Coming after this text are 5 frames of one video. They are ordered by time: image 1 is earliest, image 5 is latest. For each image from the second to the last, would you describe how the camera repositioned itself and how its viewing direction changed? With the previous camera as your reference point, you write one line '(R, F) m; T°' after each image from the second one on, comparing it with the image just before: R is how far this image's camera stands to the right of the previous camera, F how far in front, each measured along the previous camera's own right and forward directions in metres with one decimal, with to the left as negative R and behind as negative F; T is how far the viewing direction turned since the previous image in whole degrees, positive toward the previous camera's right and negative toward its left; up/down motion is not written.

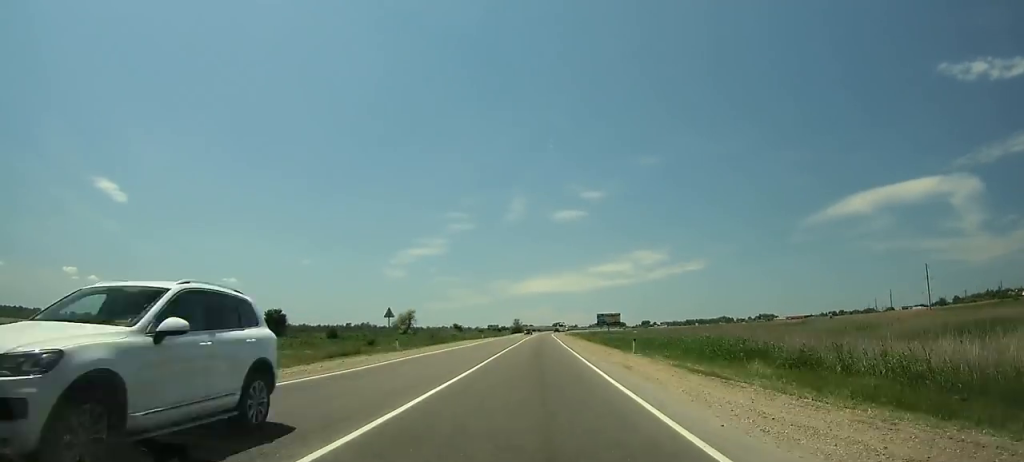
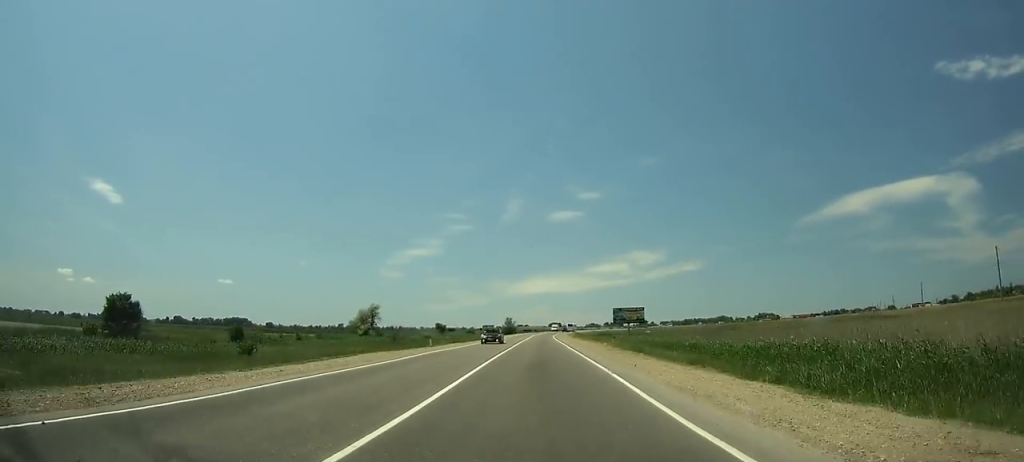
(+0.1, +39.4) m; 0°
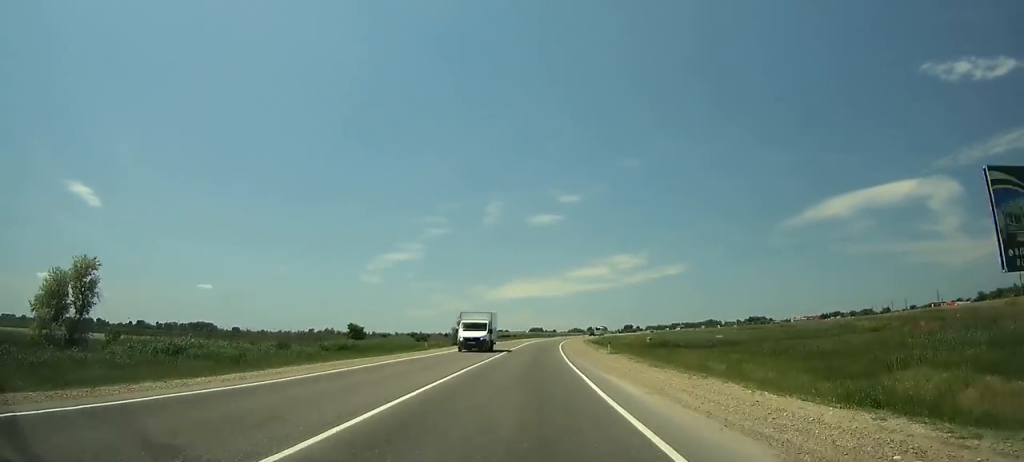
(+1.3, +100.3) m; +2°
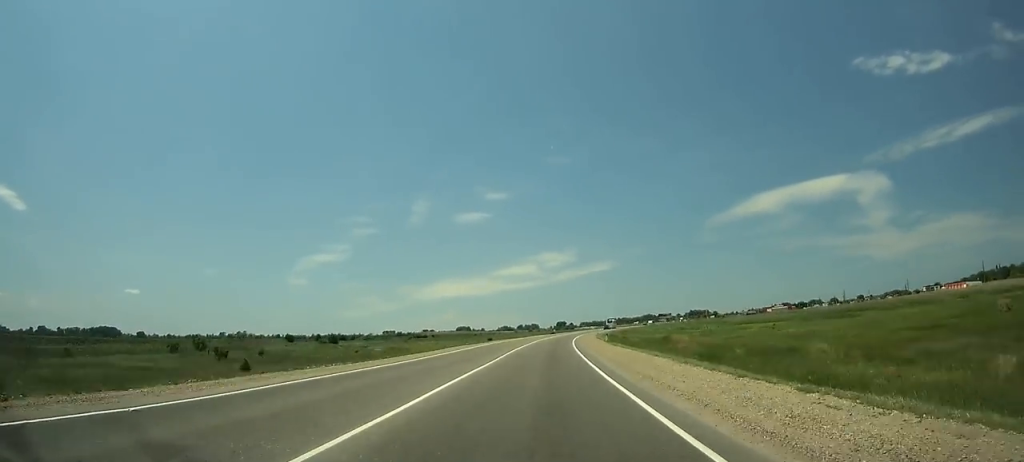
(+6.5, +137.6) m; +6°
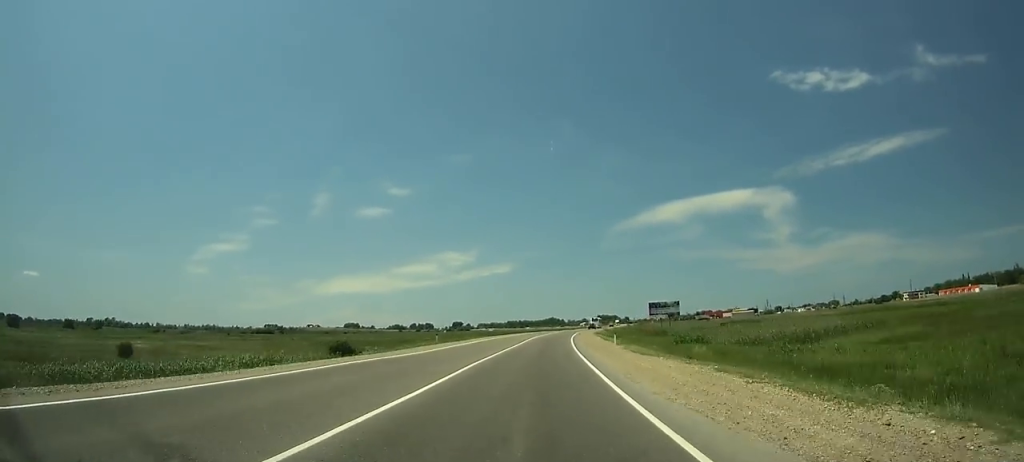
(+12.6, +157.5) m; +9°
